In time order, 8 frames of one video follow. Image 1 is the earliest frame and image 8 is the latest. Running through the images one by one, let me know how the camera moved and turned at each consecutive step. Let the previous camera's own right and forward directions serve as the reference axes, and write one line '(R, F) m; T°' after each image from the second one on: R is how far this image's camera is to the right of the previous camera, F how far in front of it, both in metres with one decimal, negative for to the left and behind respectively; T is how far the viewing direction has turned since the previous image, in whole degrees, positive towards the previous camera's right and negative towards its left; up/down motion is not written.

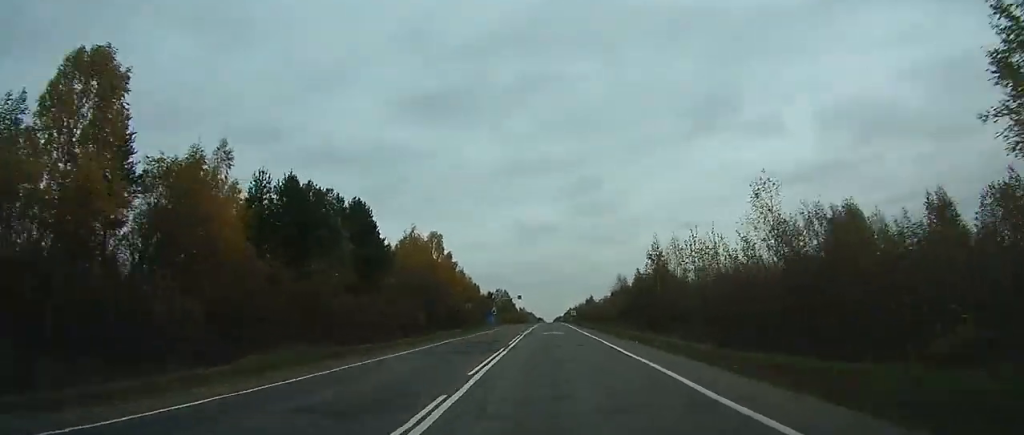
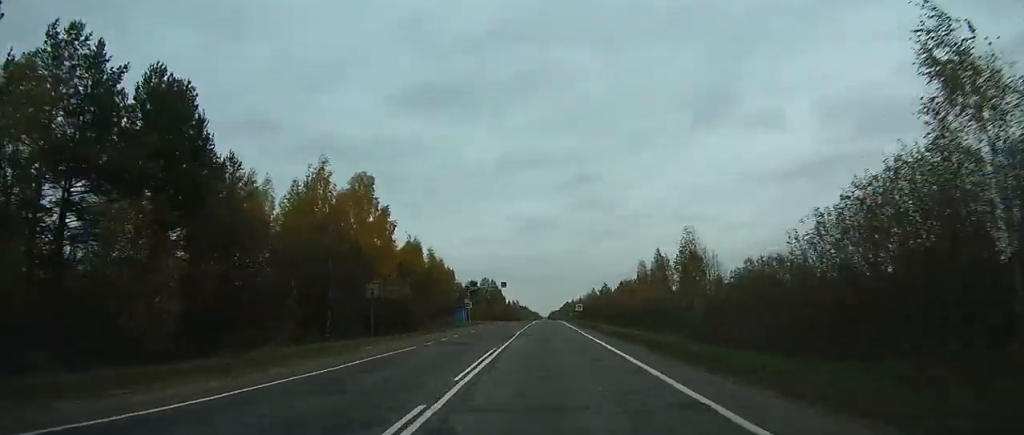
(0.0, +36.3) m; 0°
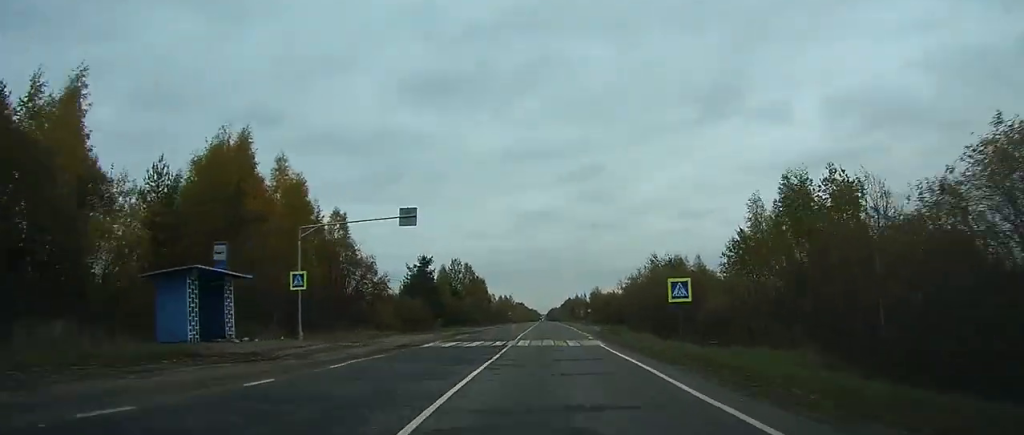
(+0.1, +69.6) m; 0°
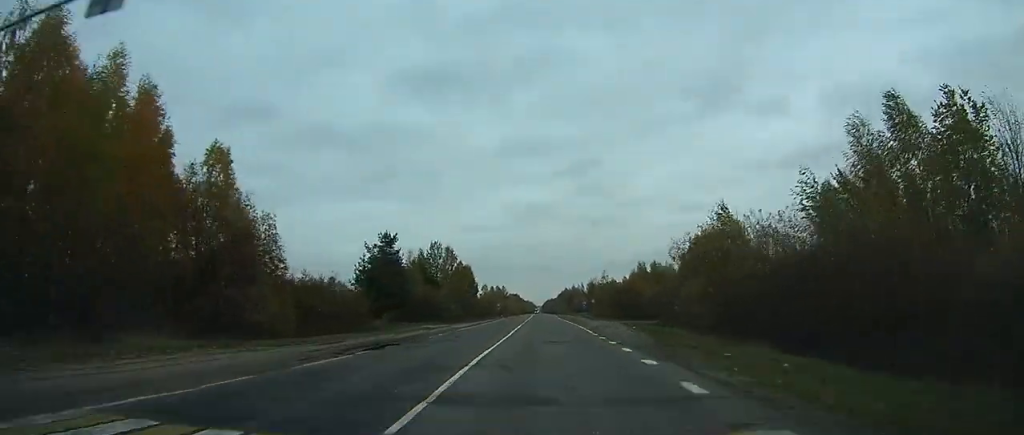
(0.0, +21.8) m; 0°
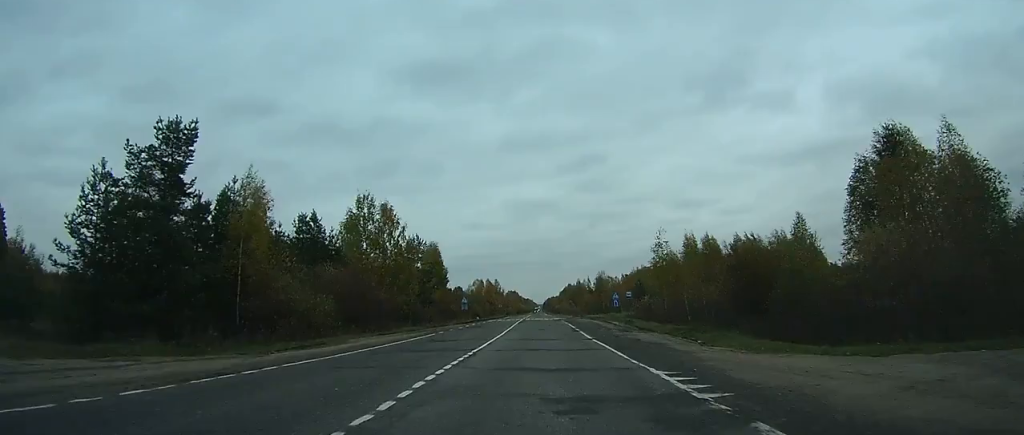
(0.0, +48.5) m; 0°
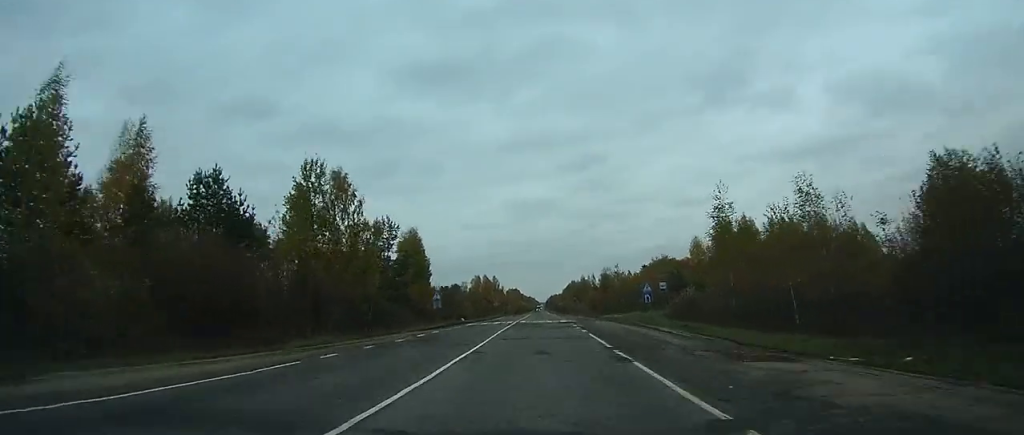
(0.0, +17.8) m; 0°
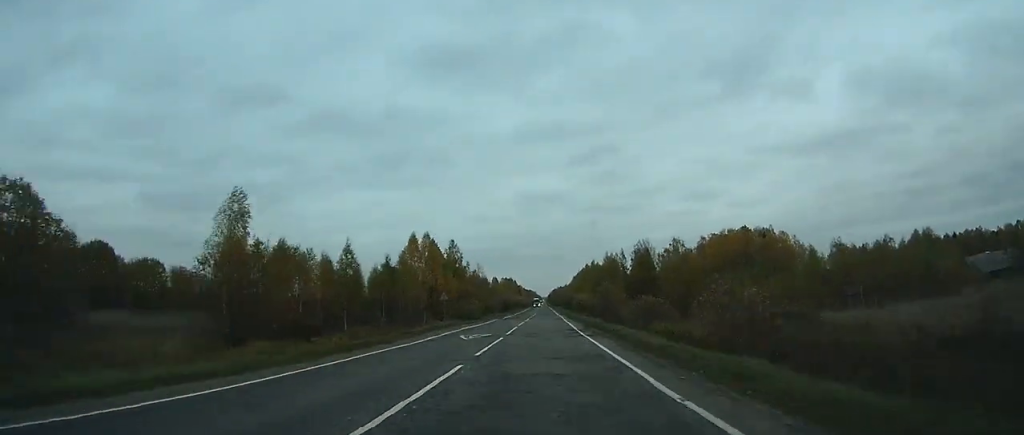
(0.0, +112.1) m; 0°
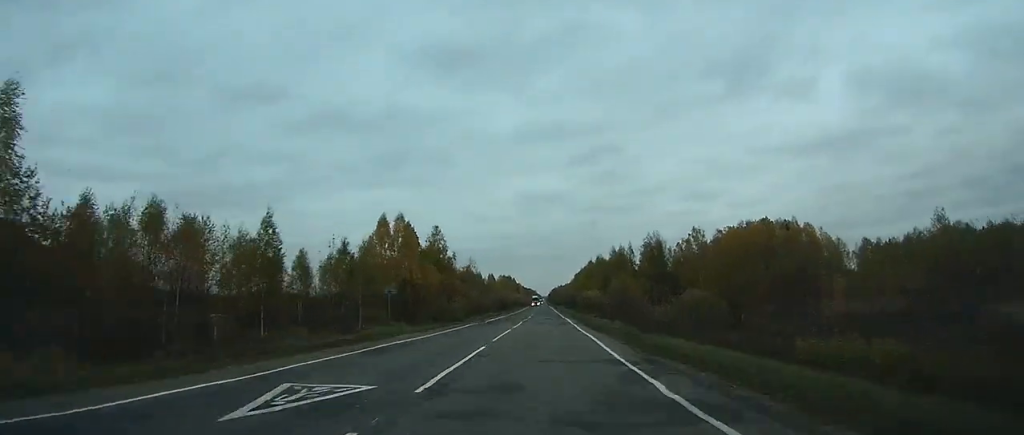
(0.0, +20.1) m; 0°
